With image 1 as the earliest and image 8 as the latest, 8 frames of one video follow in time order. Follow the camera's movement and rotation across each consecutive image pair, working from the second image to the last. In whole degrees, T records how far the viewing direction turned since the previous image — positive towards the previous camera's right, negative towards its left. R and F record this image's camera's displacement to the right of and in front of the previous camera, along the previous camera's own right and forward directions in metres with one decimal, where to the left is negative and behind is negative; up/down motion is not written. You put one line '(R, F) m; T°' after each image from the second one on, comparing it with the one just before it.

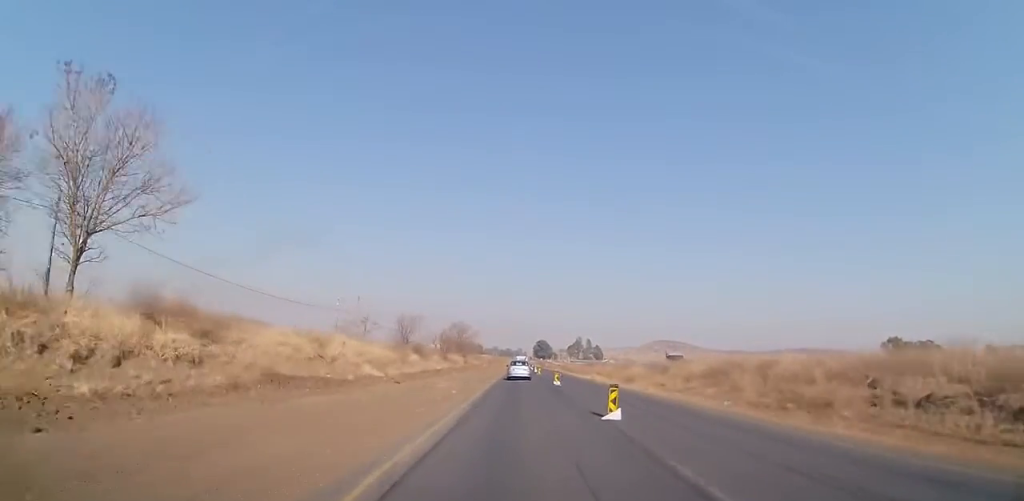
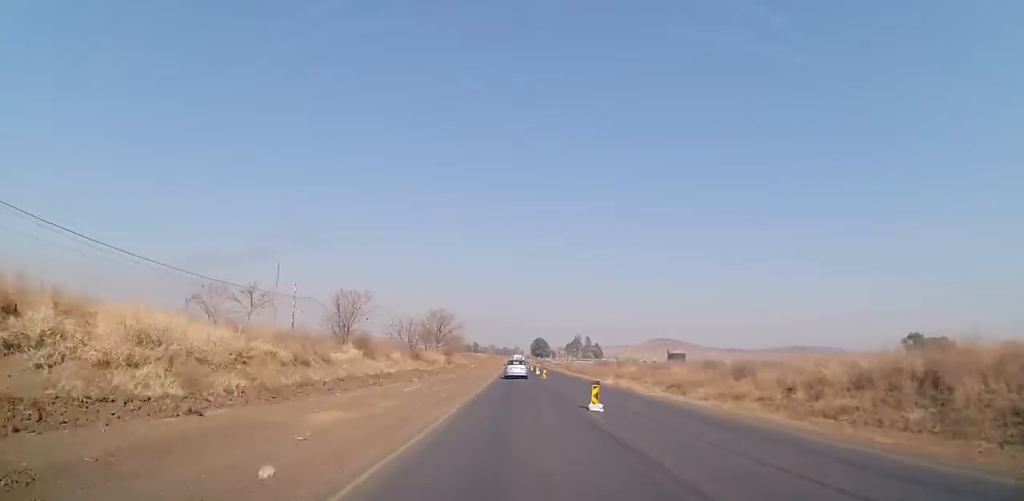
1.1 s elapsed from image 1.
(0.0, +18.5) m; 0°
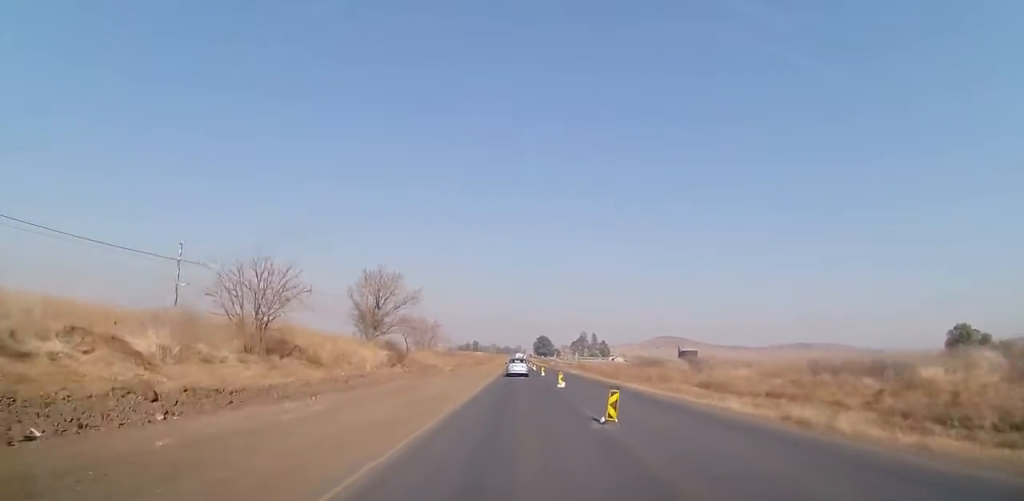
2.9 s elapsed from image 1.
(0.0, +30.2) m; 0°
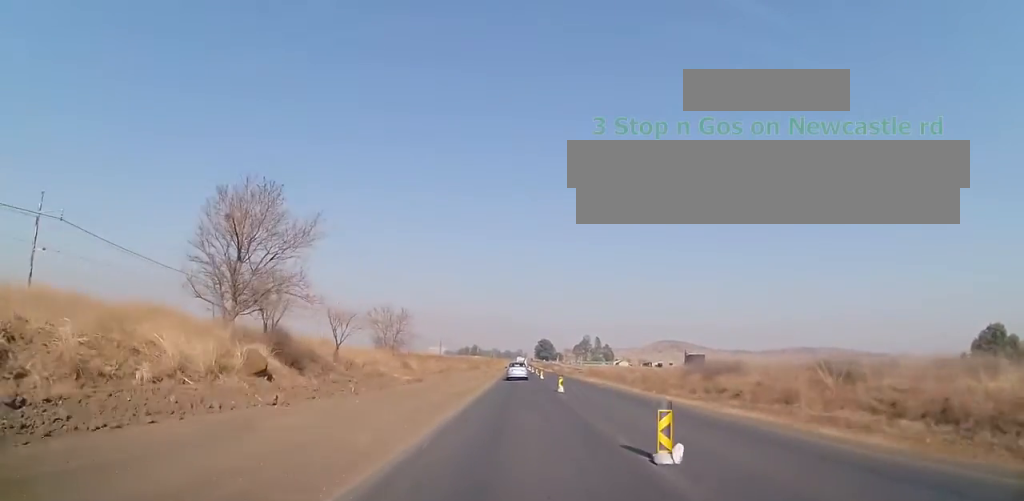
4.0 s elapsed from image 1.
(0.0, +19.5) m; 0°
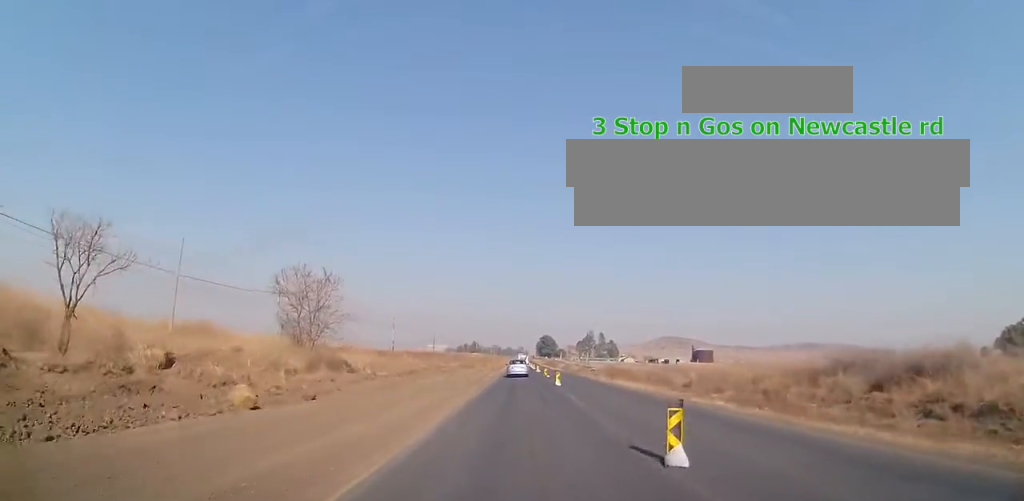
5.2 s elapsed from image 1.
(0.0, +19.9) m; 0°
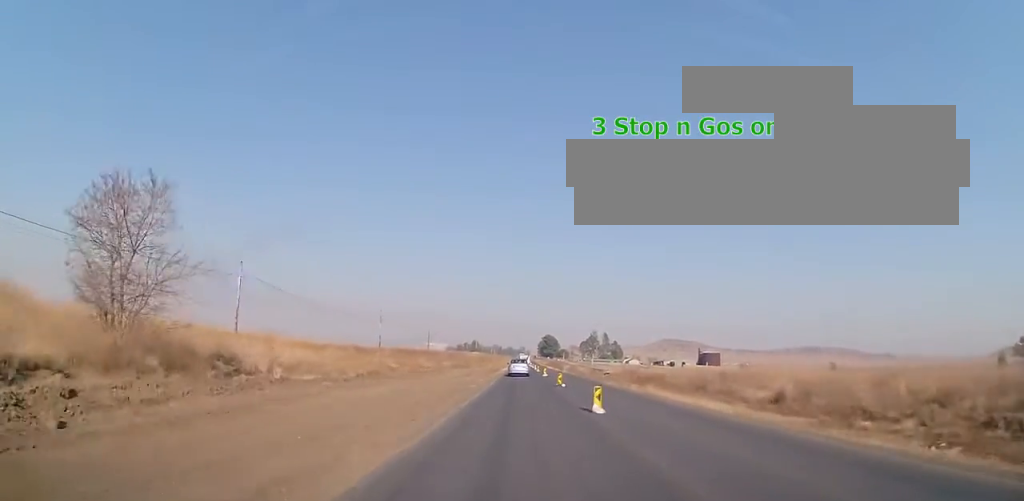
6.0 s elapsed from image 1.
(0.0, +15.4) m; 0°
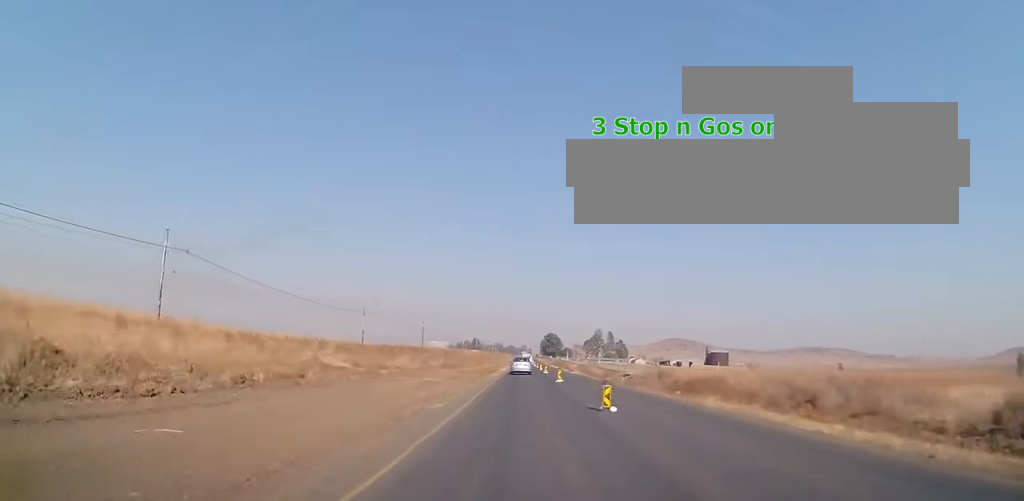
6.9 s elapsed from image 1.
(-0.1, +15.9) m; 0°
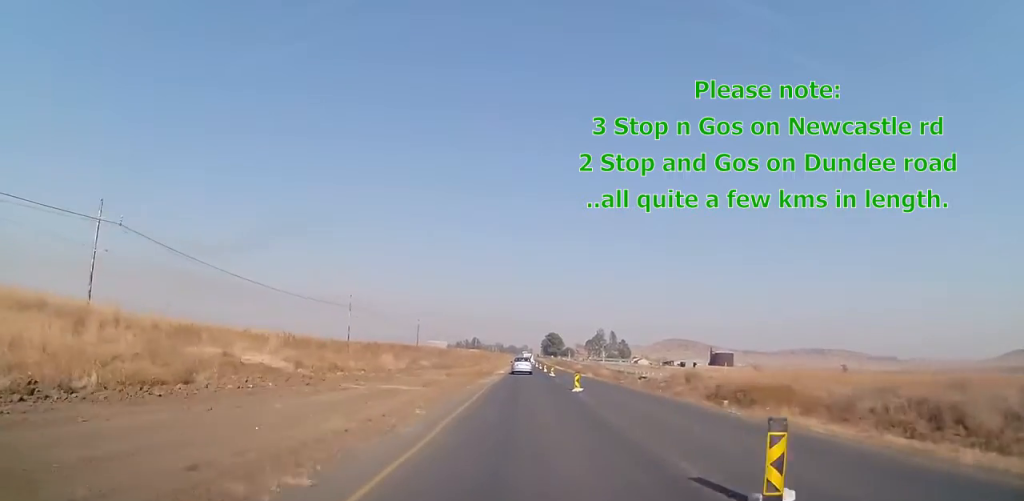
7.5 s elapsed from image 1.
(0.0, +10.1) m; 0°
